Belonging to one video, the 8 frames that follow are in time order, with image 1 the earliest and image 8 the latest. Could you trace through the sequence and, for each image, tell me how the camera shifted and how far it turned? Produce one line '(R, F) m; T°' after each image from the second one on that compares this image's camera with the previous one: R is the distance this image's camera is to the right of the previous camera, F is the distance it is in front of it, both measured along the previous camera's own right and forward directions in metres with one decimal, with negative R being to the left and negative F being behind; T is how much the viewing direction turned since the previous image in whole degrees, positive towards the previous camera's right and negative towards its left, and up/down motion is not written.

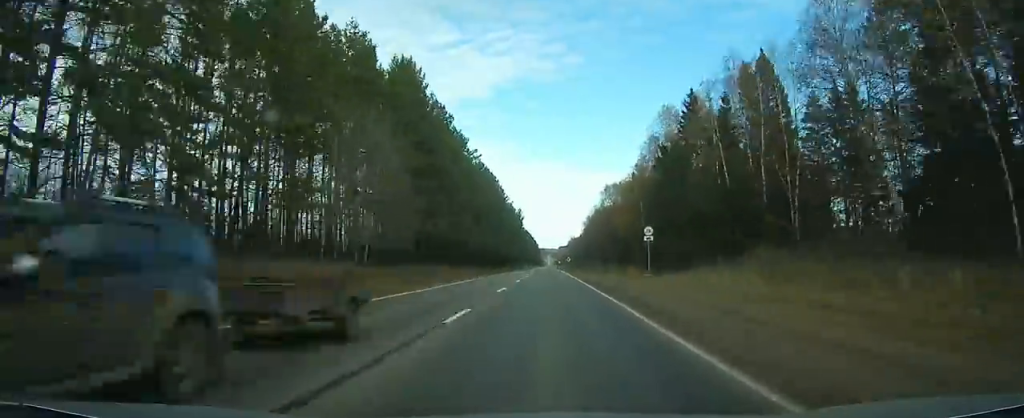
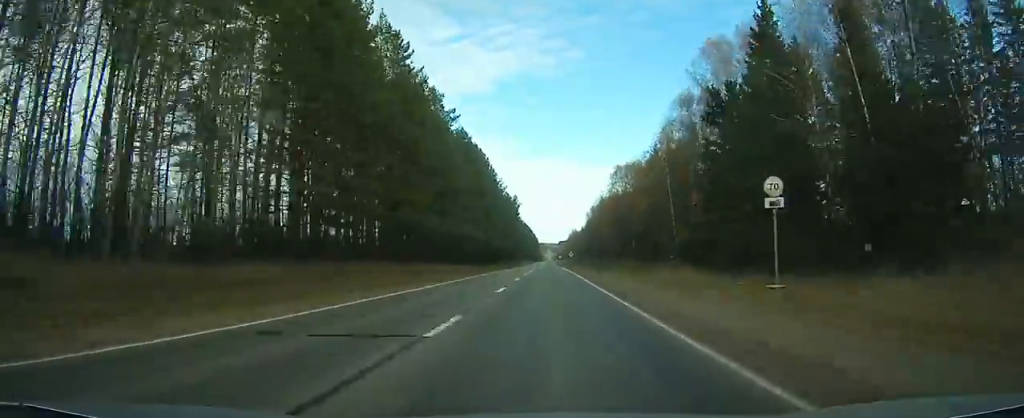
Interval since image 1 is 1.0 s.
(0.0, +26.2) m; 0°
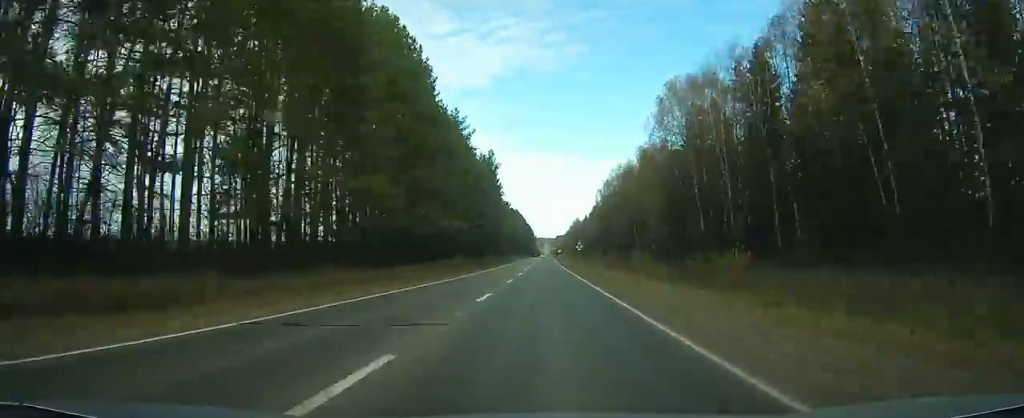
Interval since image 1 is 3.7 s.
(-0.1, +67.4) m; 0°
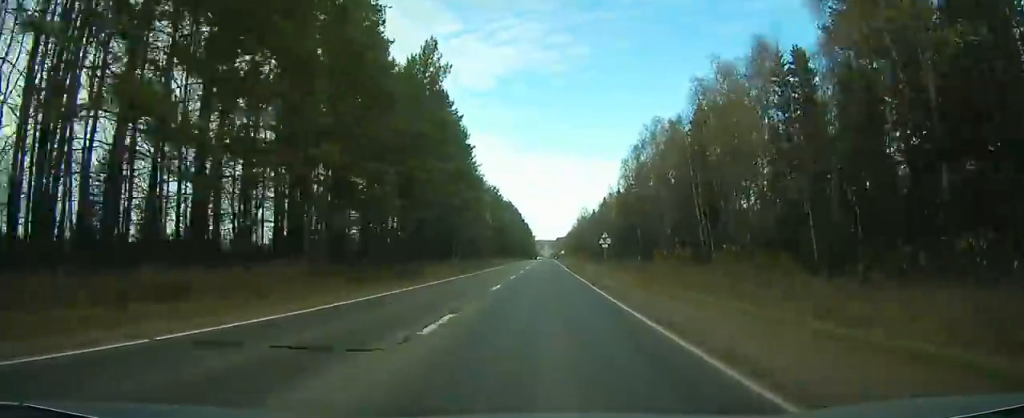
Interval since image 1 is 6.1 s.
(+0.2, +58.0) m; 0°
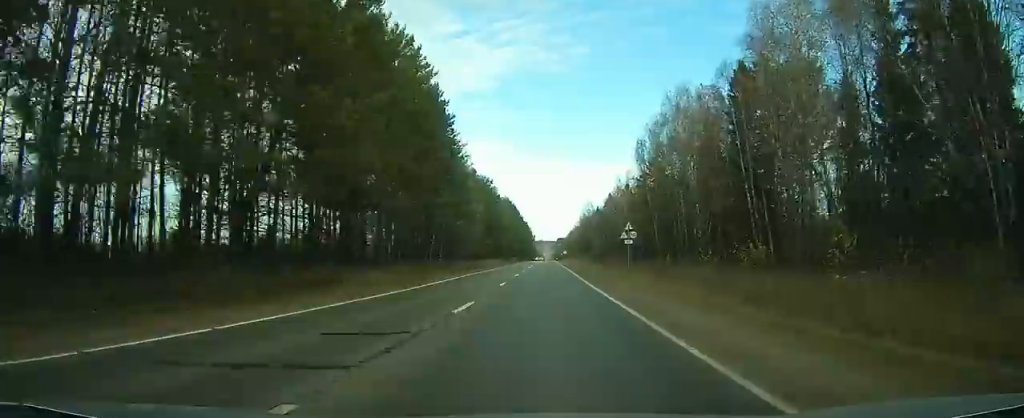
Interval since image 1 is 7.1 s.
(-0.1, +20.4) m; 0°
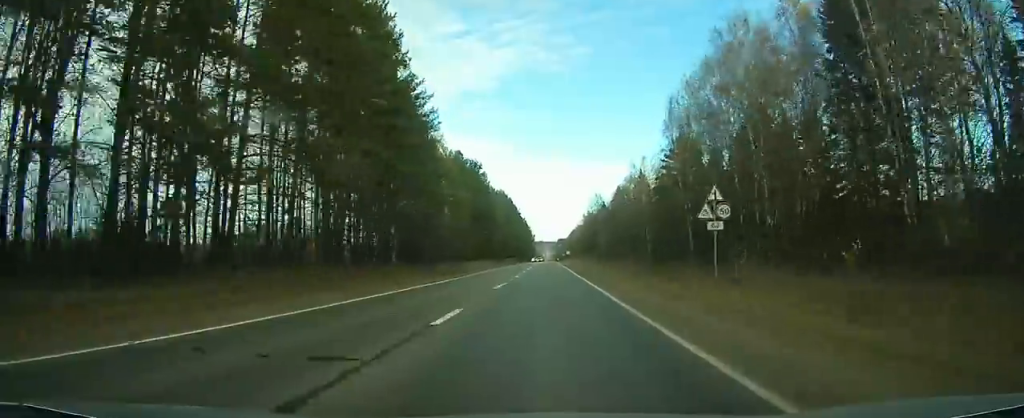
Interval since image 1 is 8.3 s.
(0.0, +27.3) m; 0°
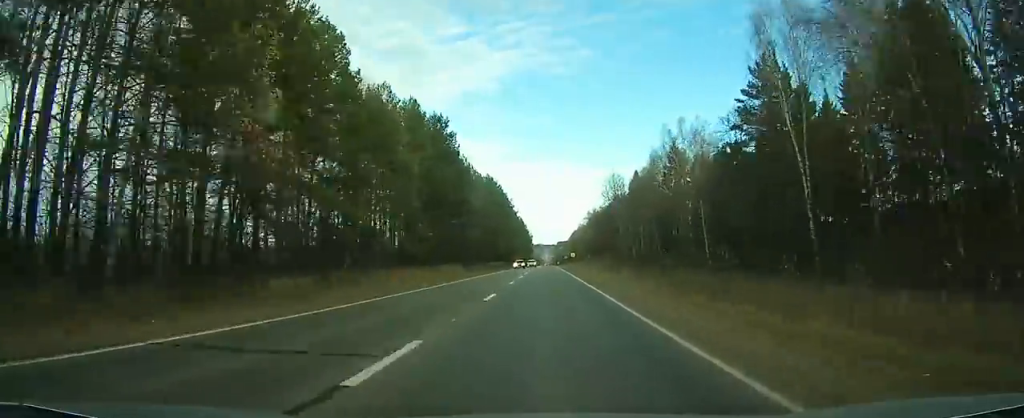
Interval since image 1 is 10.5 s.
(-0.3, +42.9) m; 0°
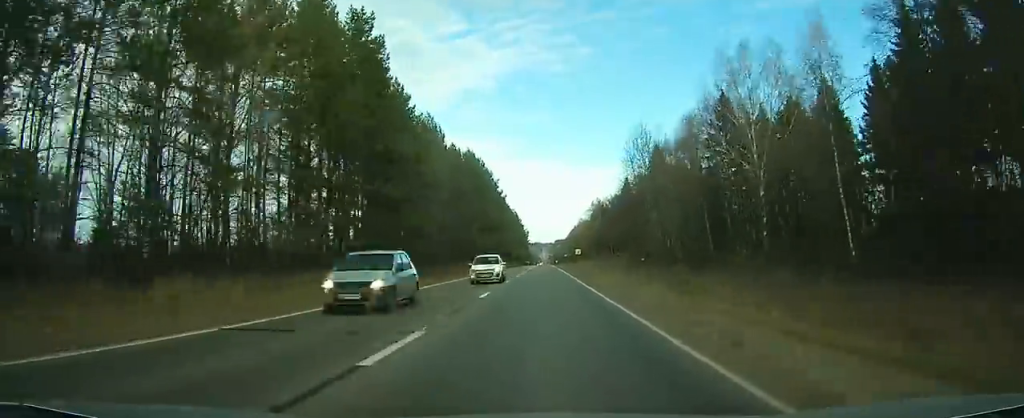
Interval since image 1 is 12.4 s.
(+0.2, +36.7) m; 0°
